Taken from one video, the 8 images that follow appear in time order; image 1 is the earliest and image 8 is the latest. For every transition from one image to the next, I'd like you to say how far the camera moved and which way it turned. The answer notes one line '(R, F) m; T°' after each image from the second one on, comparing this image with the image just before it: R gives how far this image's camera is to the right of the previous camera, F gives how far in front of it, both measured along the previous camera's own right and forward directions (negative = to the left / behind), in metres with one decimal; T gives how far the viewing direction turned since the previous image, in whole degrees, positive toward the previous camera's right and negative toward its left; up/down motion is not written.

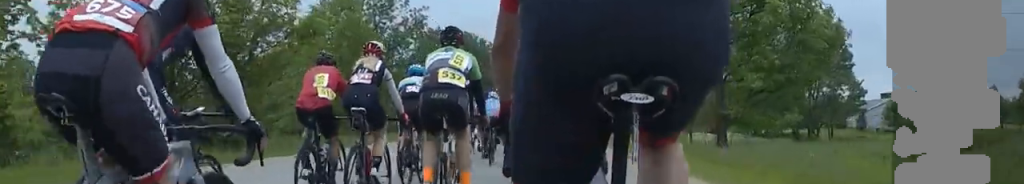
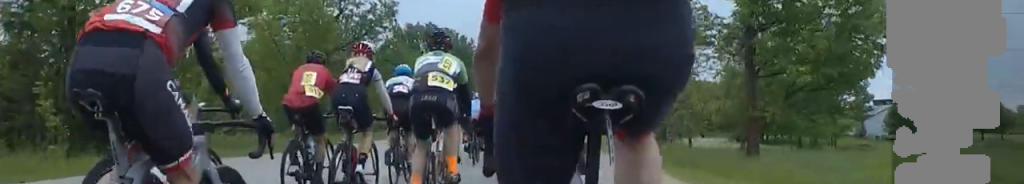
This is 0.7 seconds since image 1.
(0.0, +4.7) m; -1°
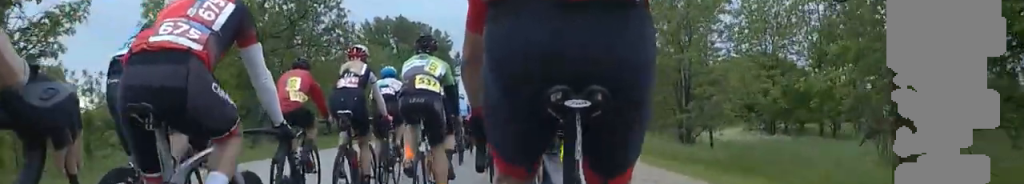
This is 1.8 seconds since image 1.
(-0.3, +7.9) m; -1°
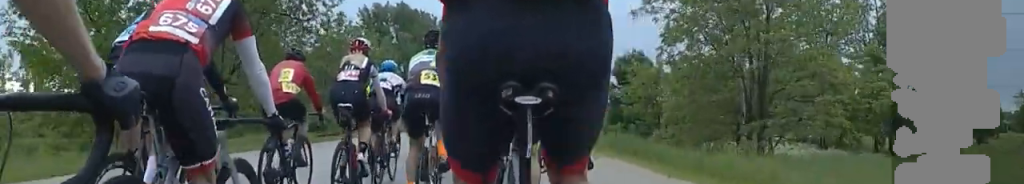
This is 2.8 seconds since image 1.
(0.0, +7.2) m; +1°
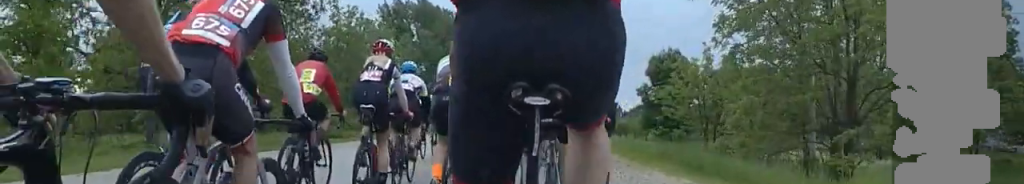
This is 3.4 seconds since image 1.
(-0.4, +4.0) m; +1°
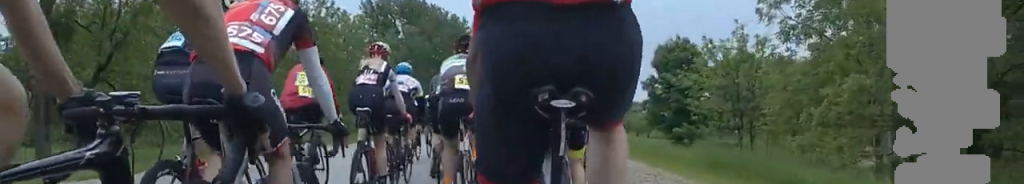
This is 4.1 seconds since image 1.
(+0.7, +5.1) m; 0°
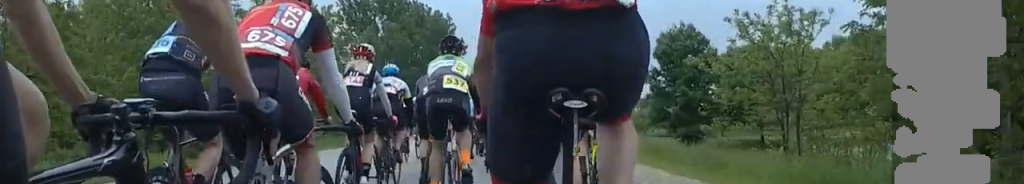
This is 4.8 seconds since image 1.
(-0.2, +4.6) m; -1°
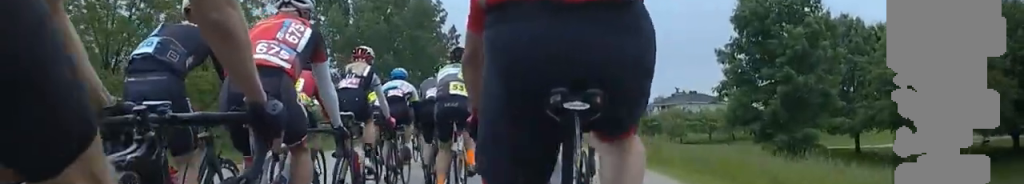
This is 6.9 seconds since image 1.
(-0.4, +14.1) m; -2°
